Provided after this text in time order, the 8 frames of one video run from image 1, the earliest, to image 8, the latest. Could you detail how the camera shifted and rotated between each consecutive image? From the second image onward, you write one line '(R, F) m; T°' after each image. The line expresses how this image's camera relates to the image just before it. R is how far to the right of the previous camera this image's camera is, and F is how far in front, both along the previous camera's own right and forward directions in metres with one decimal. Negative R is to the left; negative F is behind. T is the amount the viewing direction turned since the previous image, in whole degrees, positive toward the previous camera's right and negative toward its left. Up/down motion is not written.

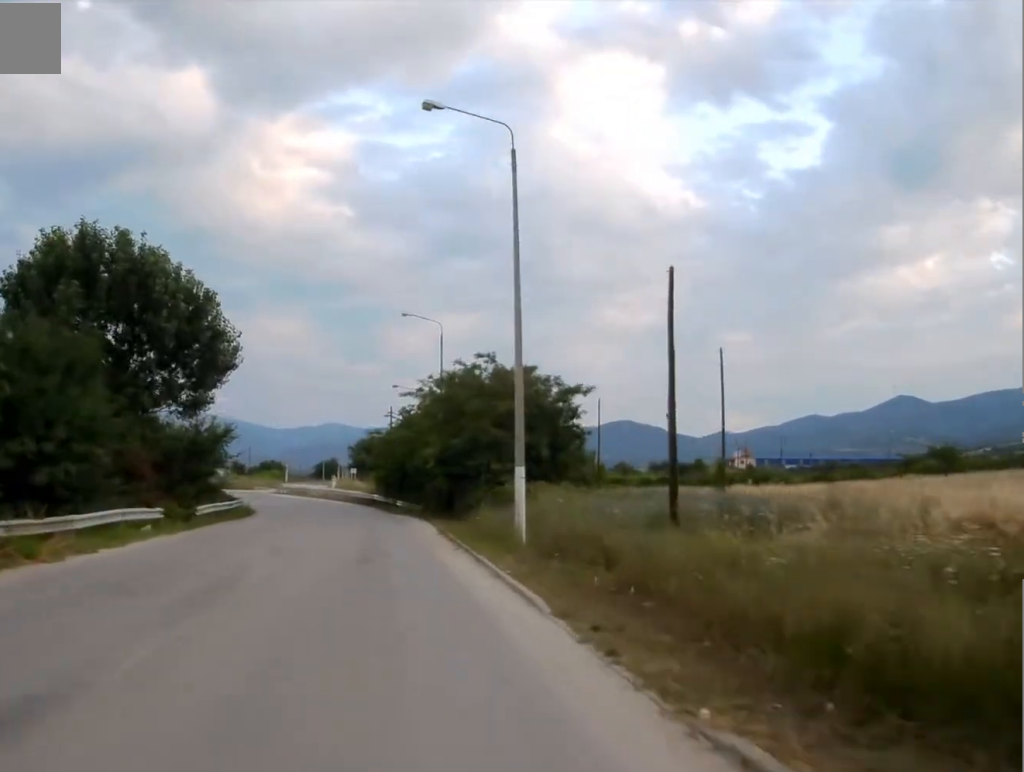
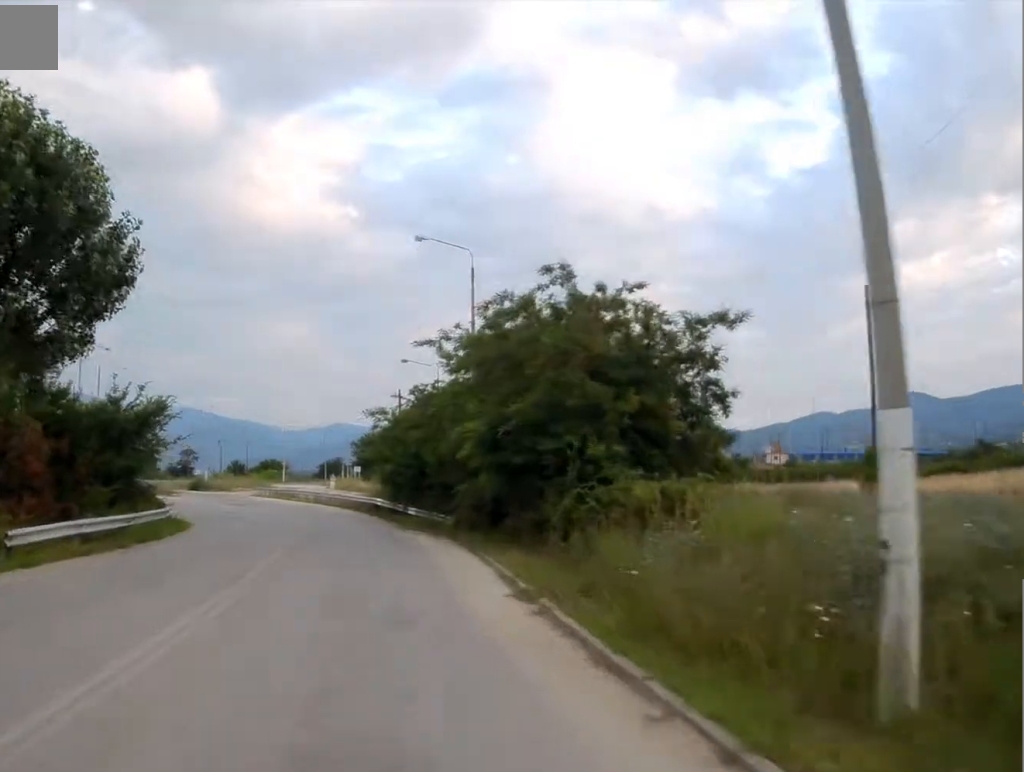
(+0.3, +15.2) m; +1°
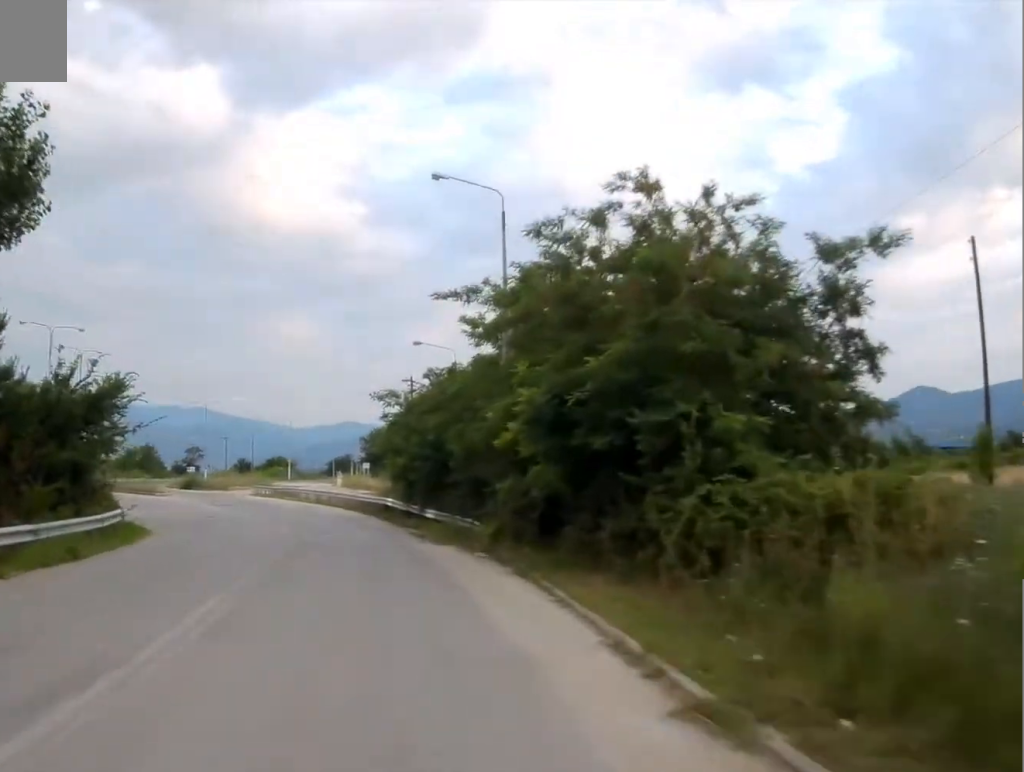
(-0.1, +6.8) m; 0°
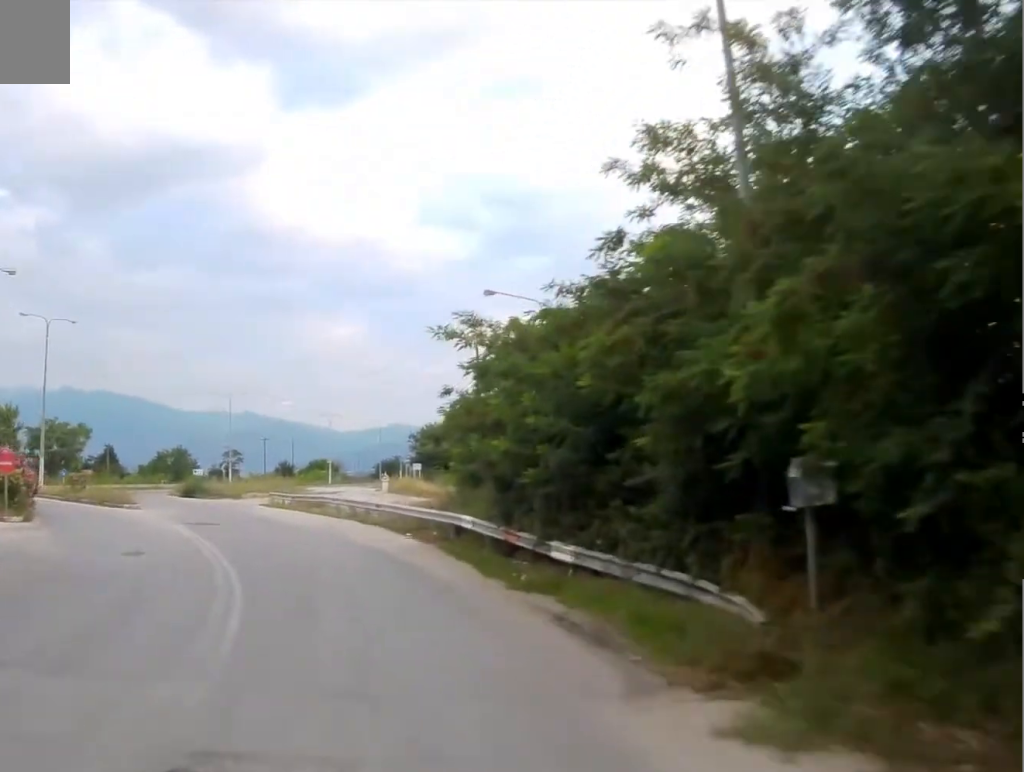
(-0.1, +16.7) m; -2°
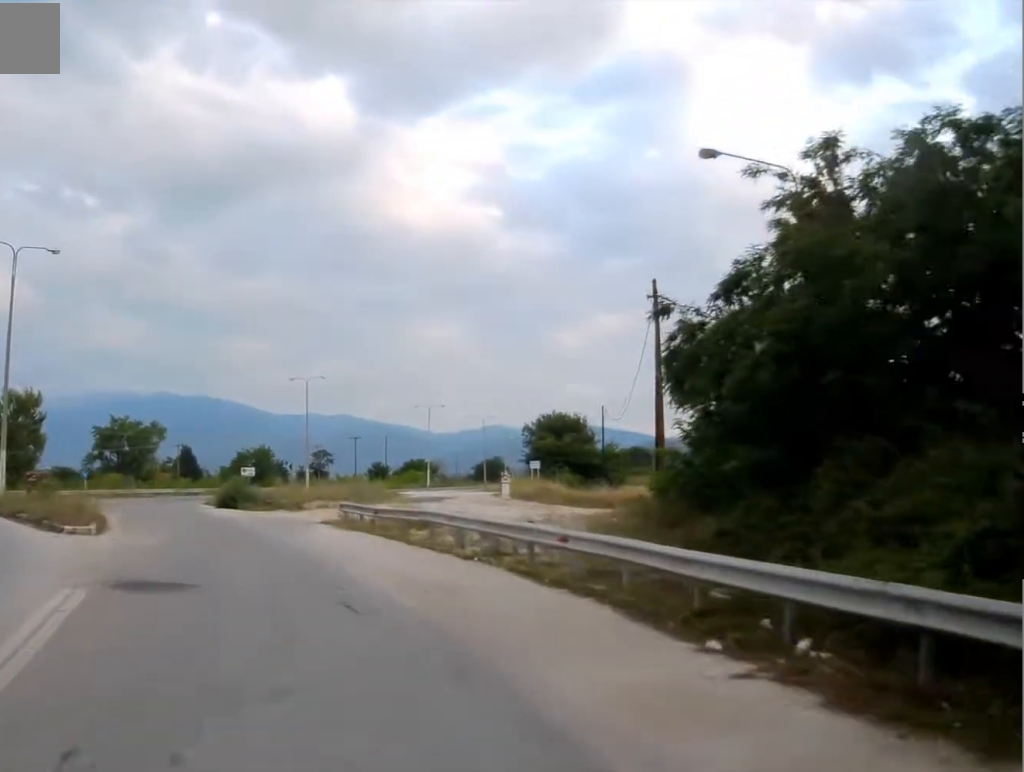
(-1.0, +19.3) m; -6°
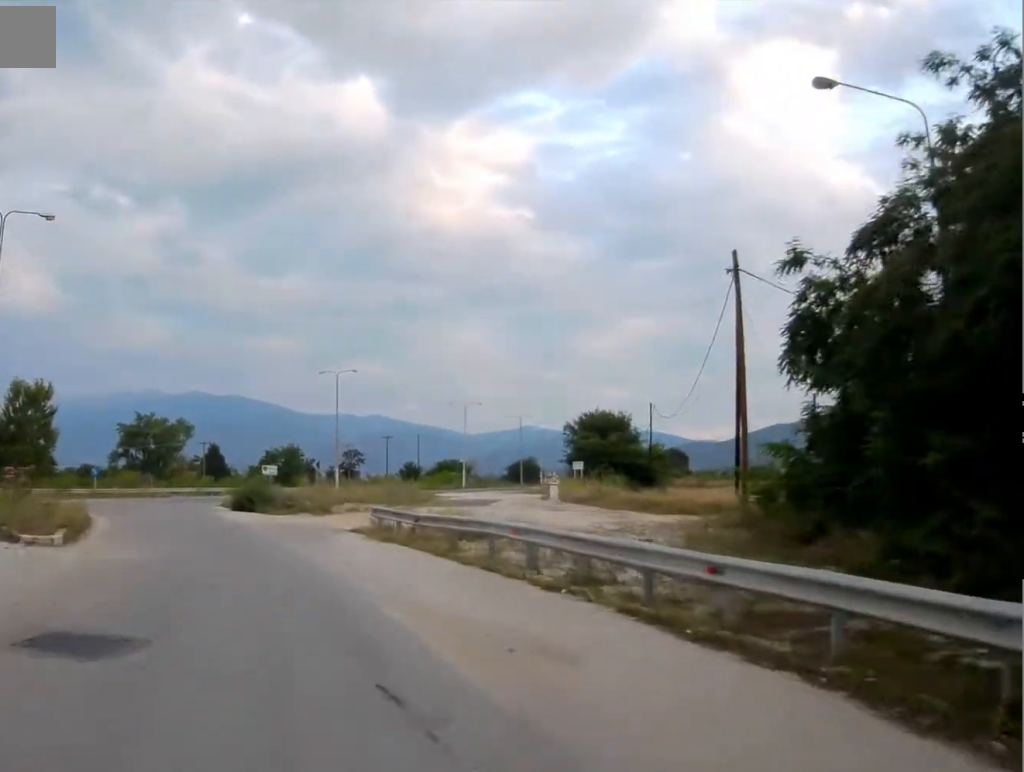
(-0.1, +5.3) m; -1°
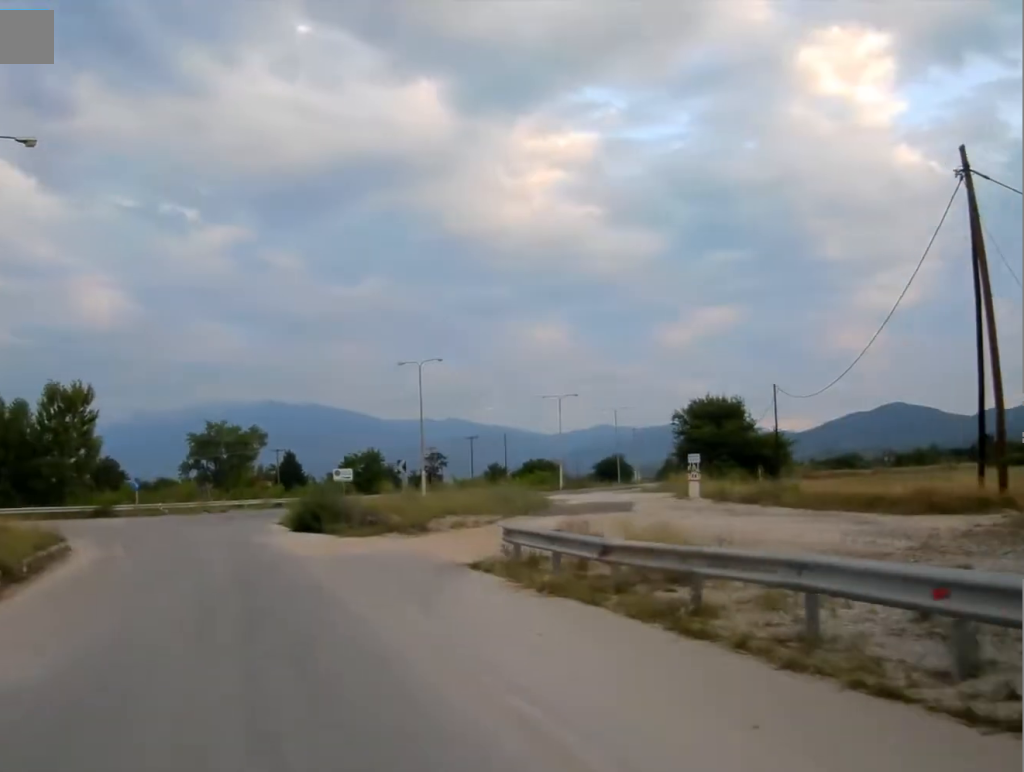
(-0.1, +10.0) m; -2°
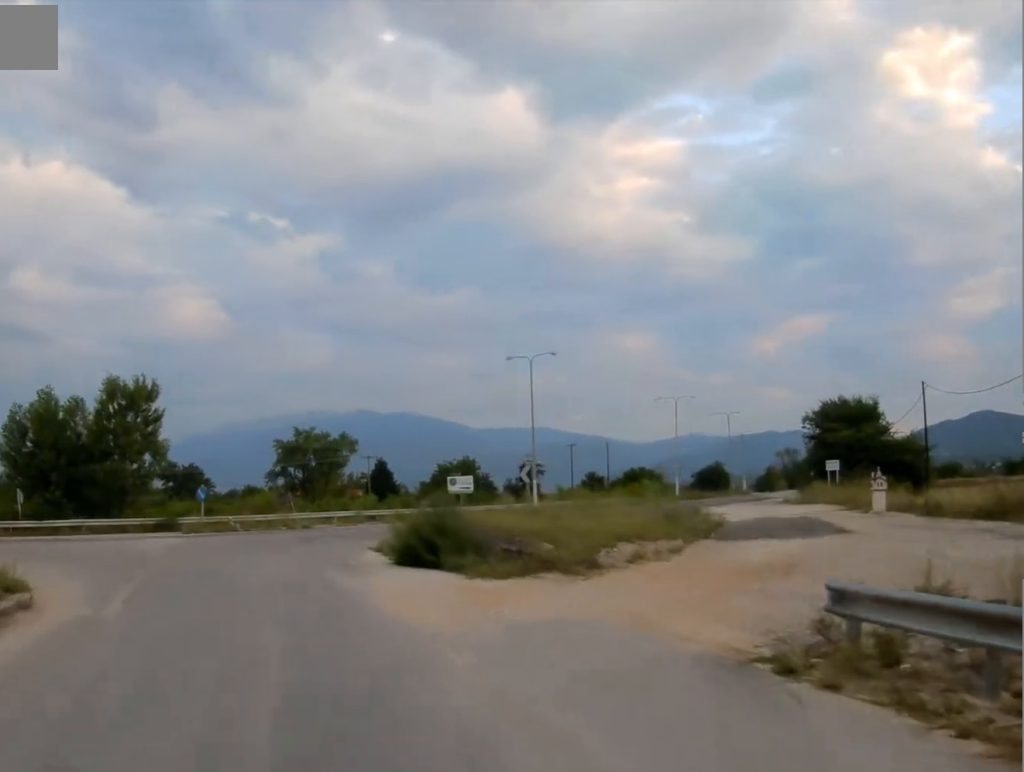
(-0.3, +8.5) m; -3°
